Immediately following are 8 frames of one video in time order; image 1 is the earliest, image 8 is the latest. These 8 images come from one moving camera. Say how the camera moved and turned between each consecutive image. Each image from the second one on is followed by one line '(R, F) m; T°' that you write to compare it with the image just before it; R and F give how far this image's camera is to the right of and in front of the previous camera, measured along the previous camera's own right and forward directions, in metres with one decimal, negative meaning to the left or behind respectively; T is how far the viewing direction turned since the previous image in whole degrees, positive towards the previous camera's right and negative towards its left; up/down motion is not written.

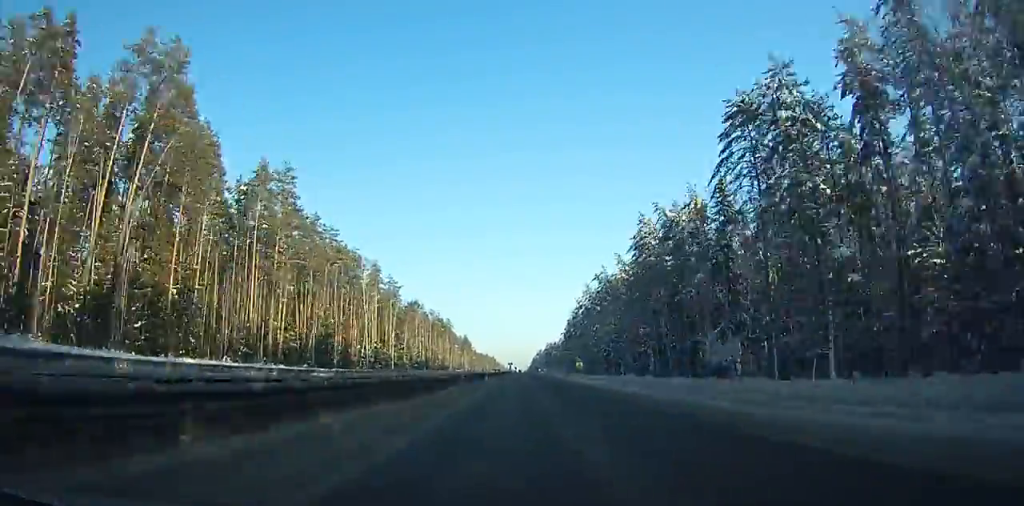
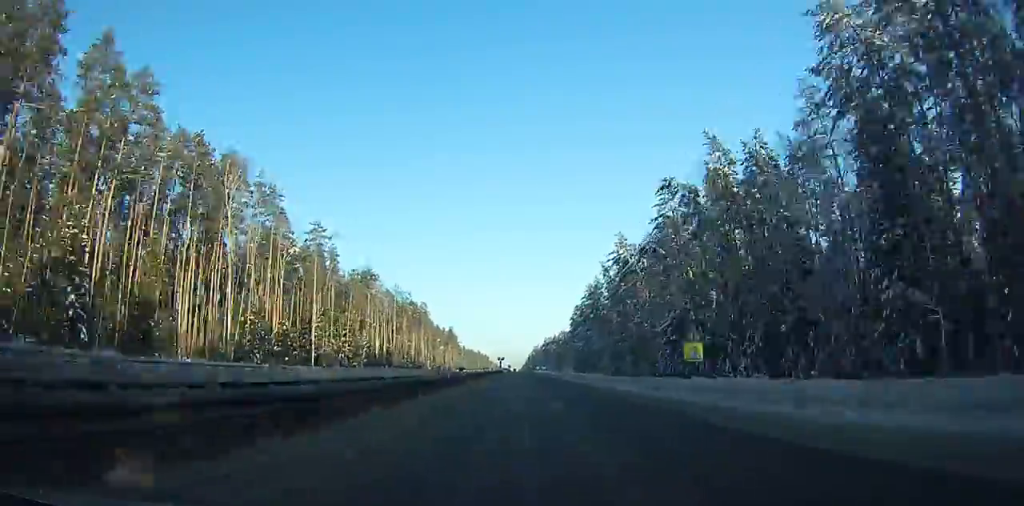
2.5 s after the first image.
(+0.2, +72.6) m; 0°
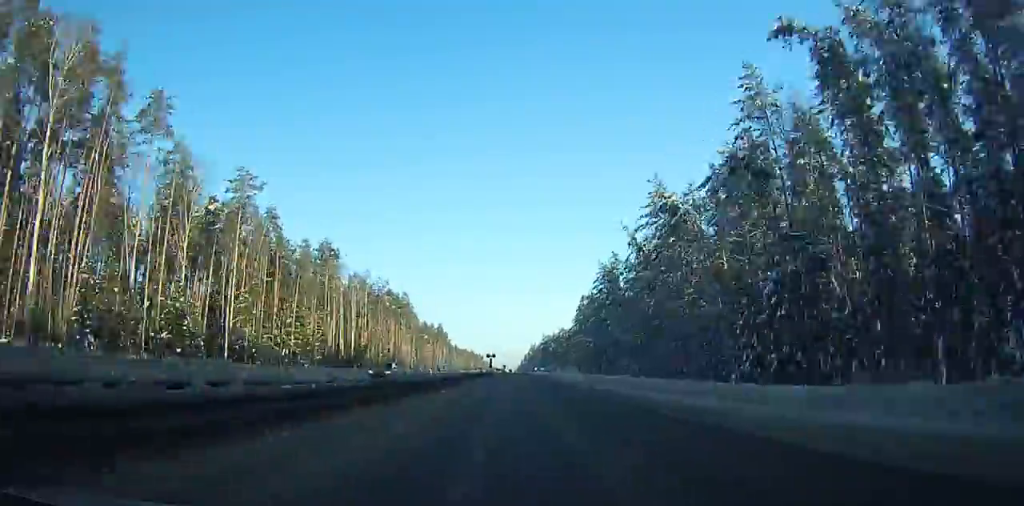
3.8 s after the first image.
(+0.1, +37.1) m; 0°
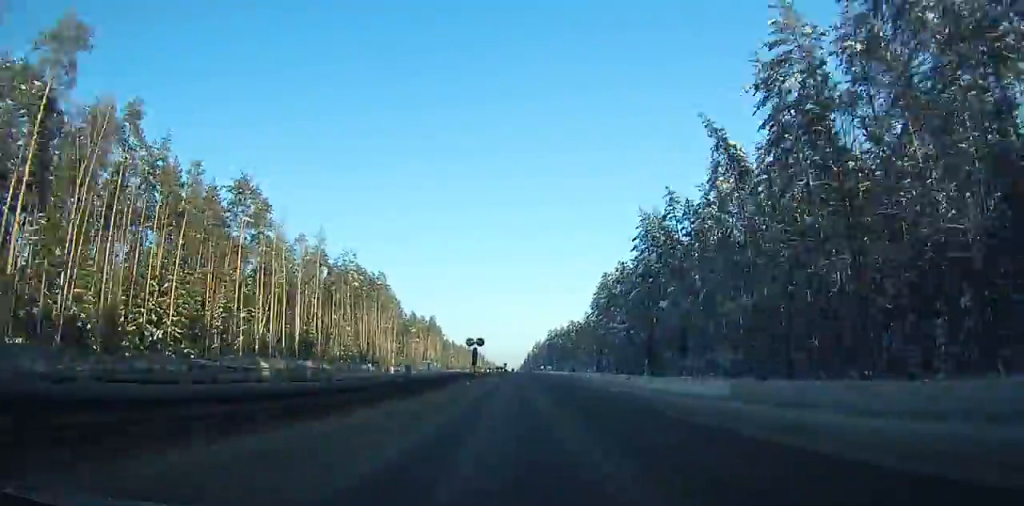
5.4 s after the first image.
(+0.1, +45.7) m; 0°
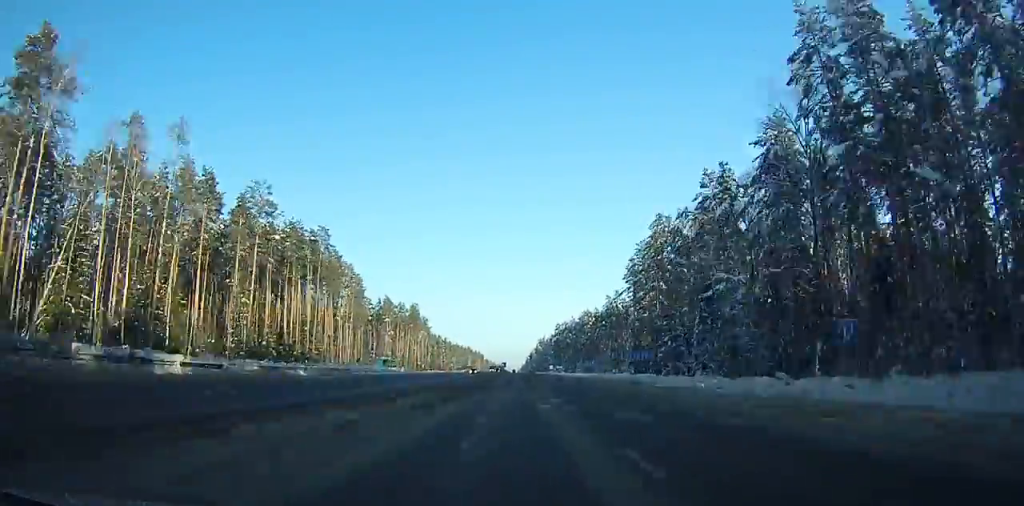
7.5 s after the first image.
(-0.1, +58.1) m; 0°
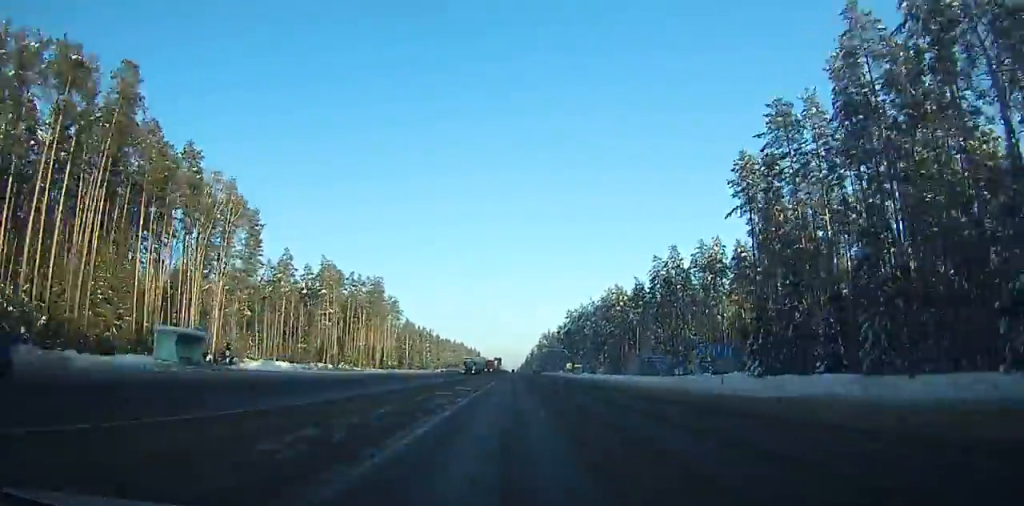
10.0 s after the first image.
(-0.1, +67.9) m; 0°
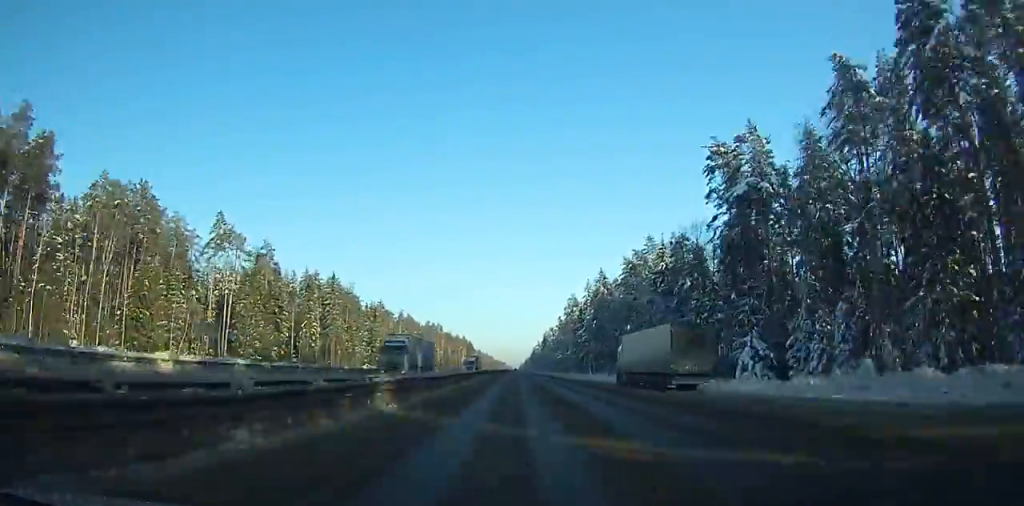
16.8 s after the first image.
(+1.5, +190.8) m; 0°
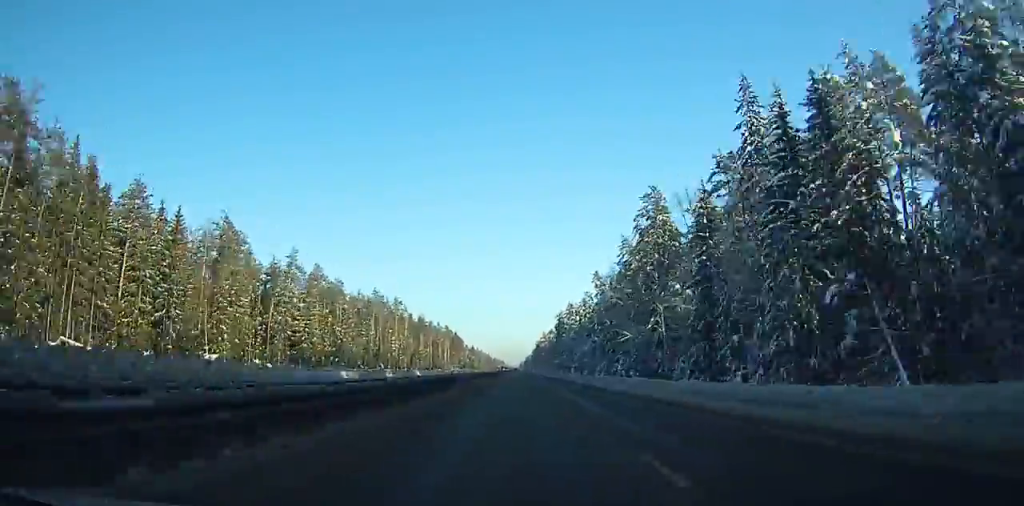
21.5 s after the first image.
(-2.4, +139.2) m; 0°
